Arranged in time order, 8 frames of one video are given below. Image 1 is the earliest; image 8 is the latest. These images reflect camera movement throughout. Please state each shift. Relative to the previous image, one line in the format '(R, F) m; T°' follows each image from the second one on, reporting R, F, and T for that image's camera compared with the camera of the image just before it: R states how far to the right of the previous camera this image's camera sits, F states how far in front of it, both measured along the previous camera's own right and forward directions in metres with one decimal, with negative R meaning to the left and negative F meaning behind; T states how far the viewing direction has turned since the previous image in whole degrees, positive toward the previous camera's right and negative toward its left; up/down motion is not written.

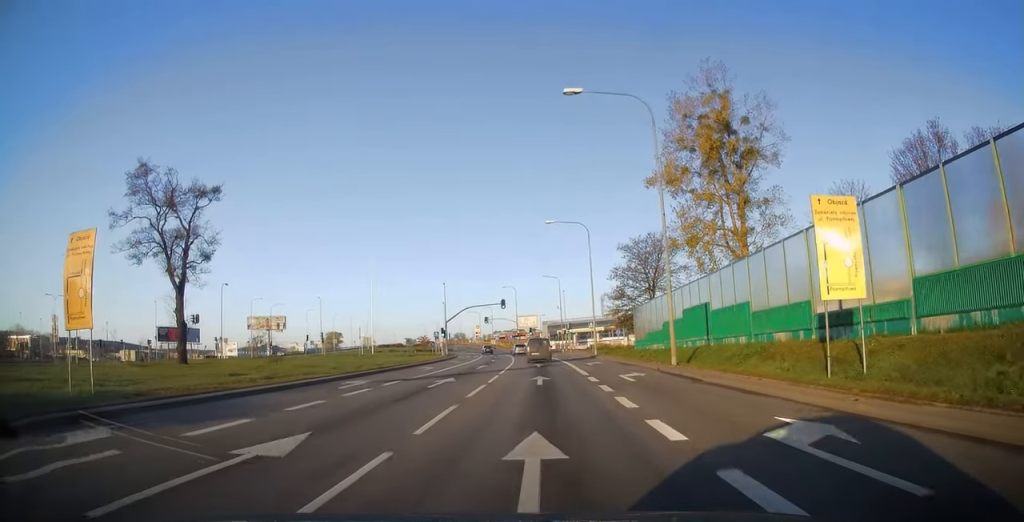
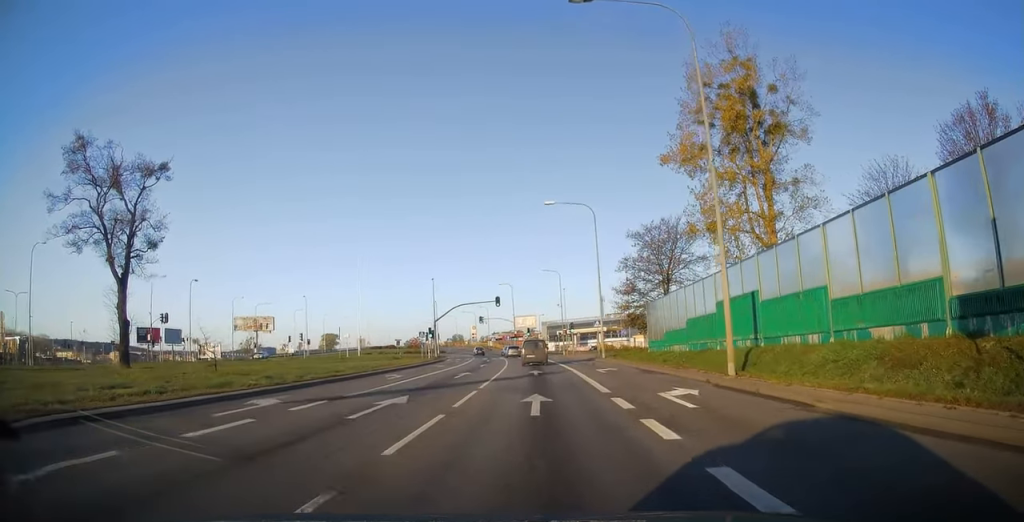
(-0.3, +8.0) m; 0°
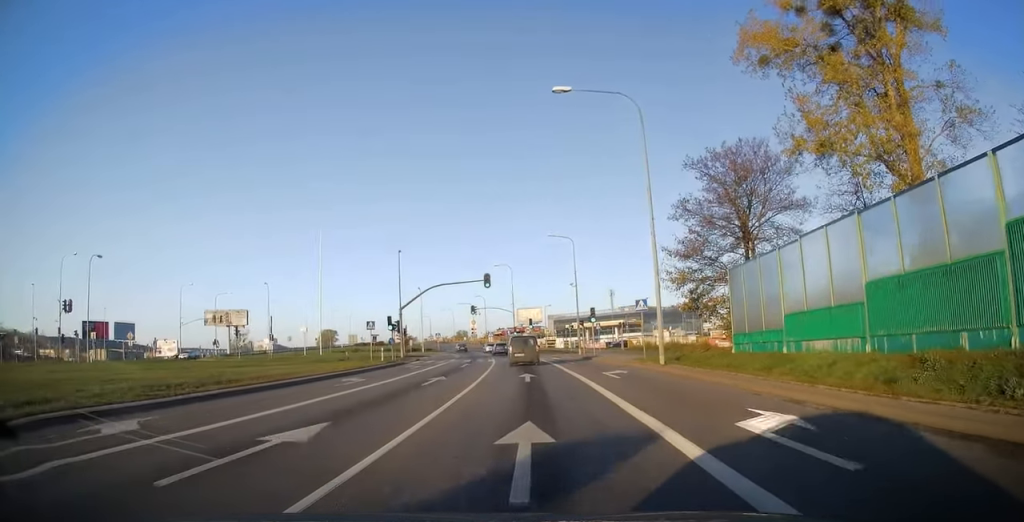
(+0.3, +21.1) m; 0°
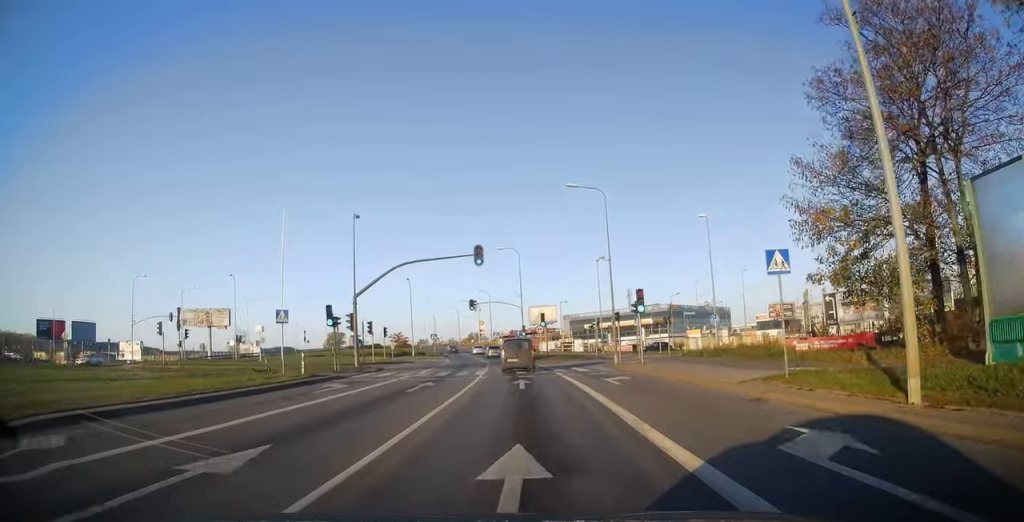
(-0.3, +17.3) m; -1°
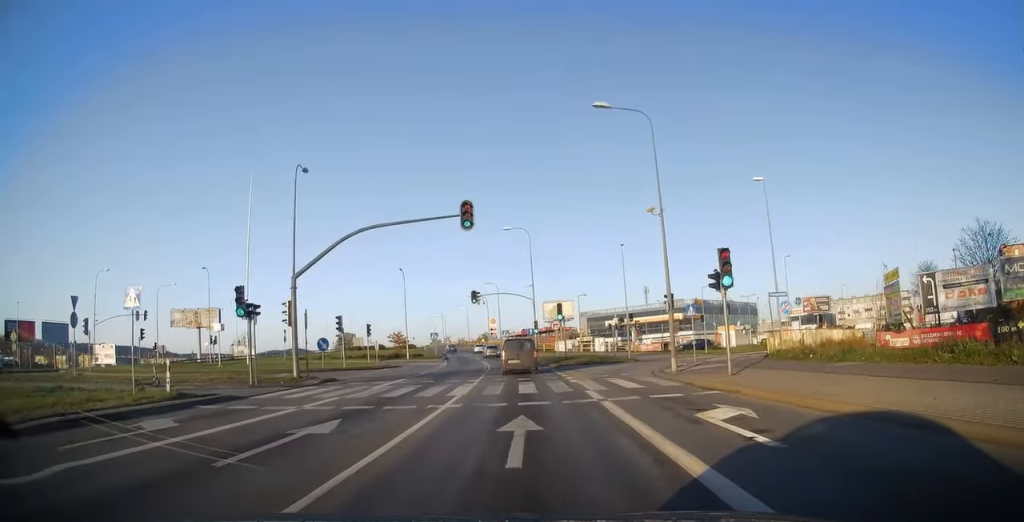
(0.0, +11.8) m; -1°
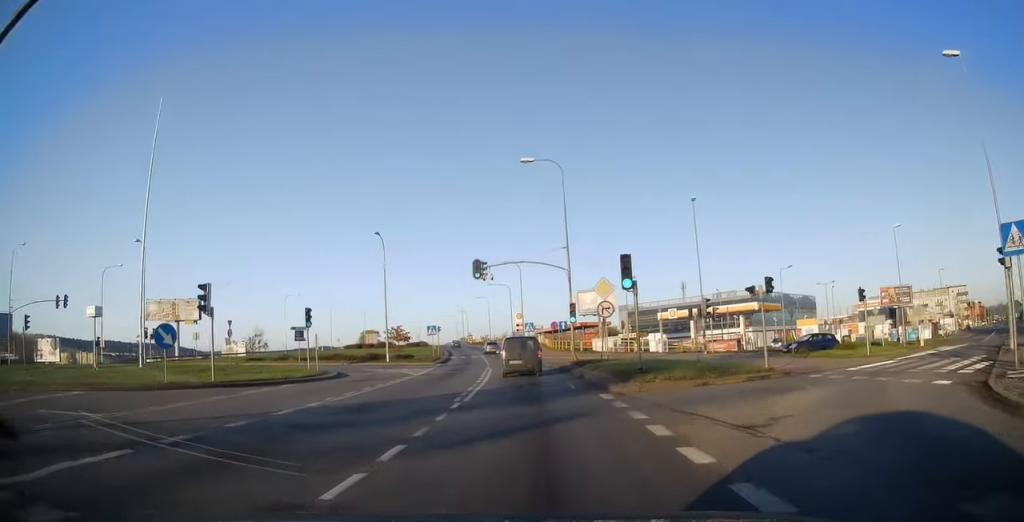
(-0.7, +20.9) m; -3°
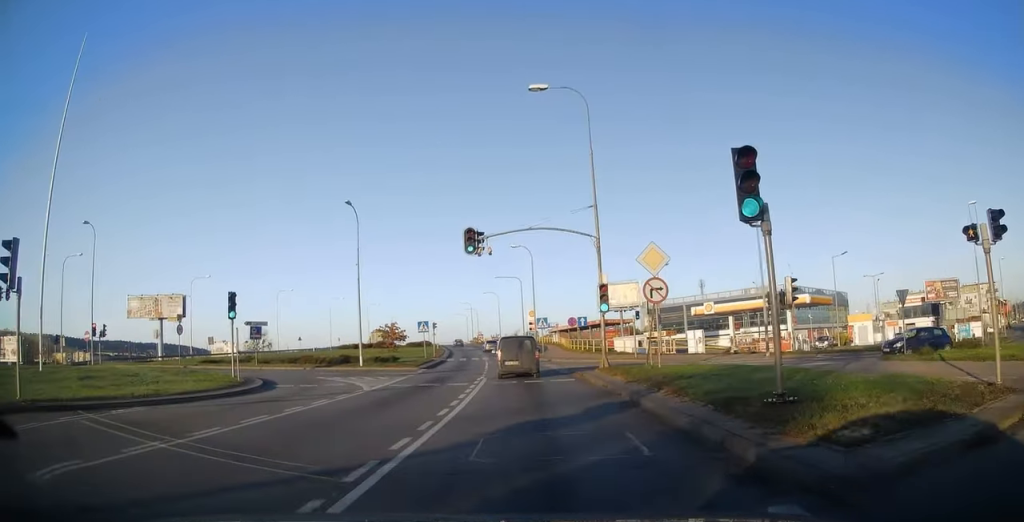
(0.0, +10.8) m; -1°
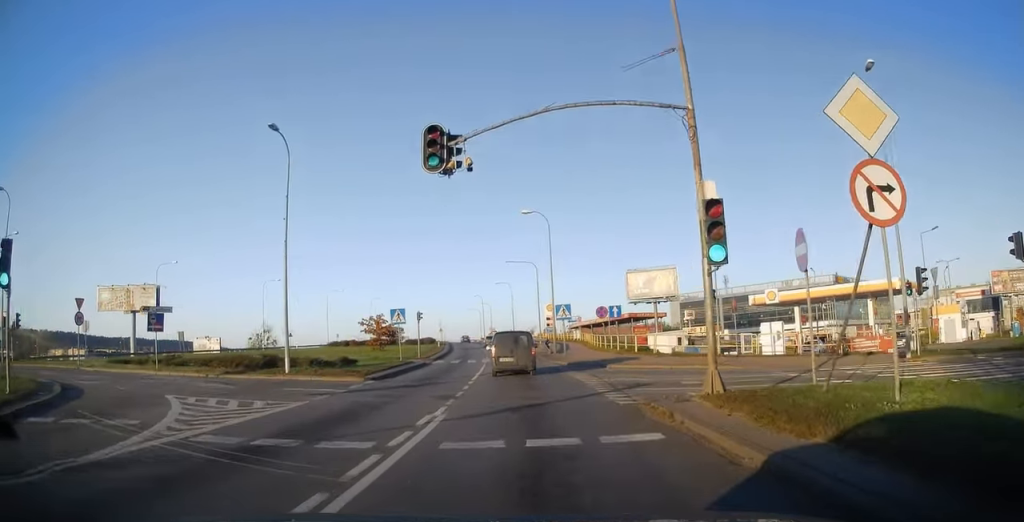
(-0.3, +13.8) m; -2°
